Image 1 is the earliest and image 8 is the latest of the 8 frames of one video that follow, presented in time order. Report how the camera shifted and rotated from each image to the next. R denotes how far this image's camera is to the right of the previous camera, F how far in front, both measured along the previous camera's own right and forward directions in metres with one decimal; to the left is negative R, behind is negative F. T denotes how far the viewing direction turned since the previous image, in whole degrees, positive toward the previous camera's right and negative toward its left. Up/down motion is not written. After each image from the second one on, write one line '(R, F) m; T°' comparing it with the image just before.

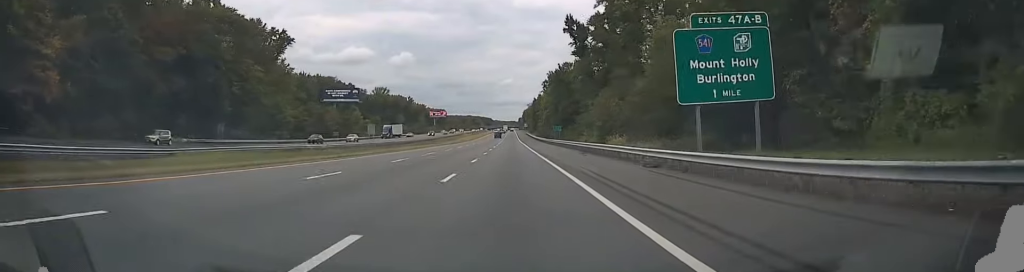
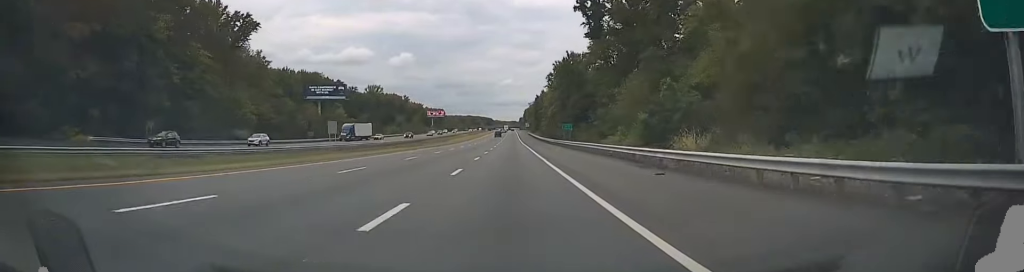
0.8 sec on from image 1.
(-0.1, +20.2) m; 0°
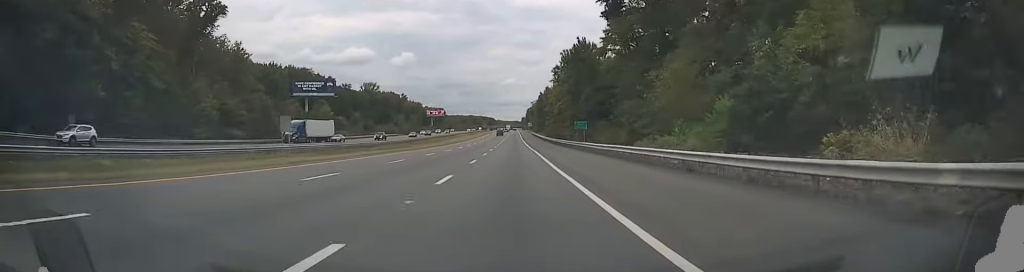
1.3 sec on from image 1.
(+0.2, +16.2) m; 0°
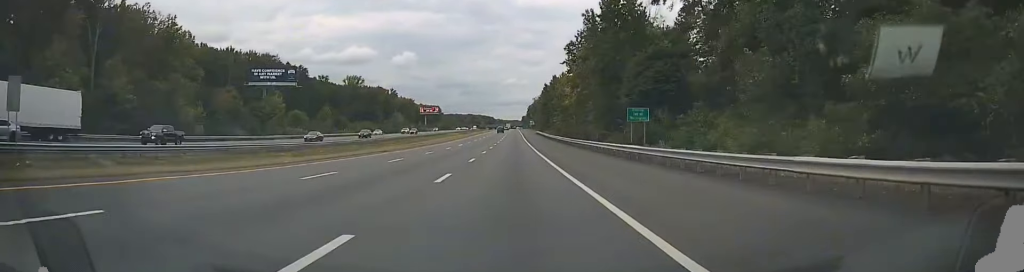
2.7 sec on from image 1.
(+0.1, +36.4) m; 0°
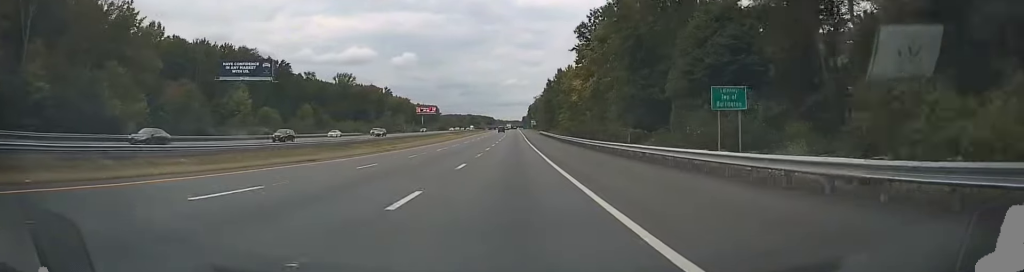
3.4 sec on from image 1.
(0.0, +18.0) m; 0°
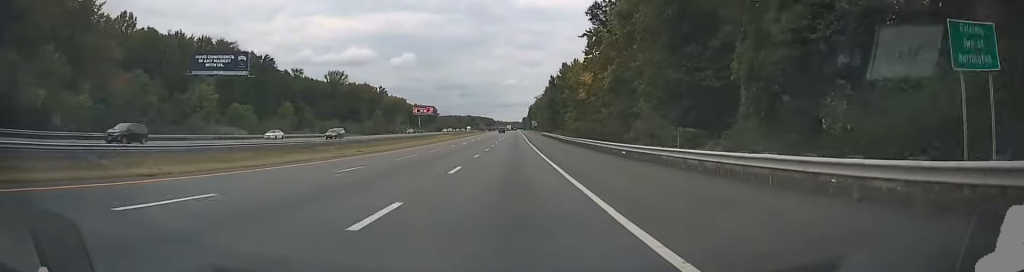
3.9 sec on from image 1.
(0.0, +14.4) m; 0°
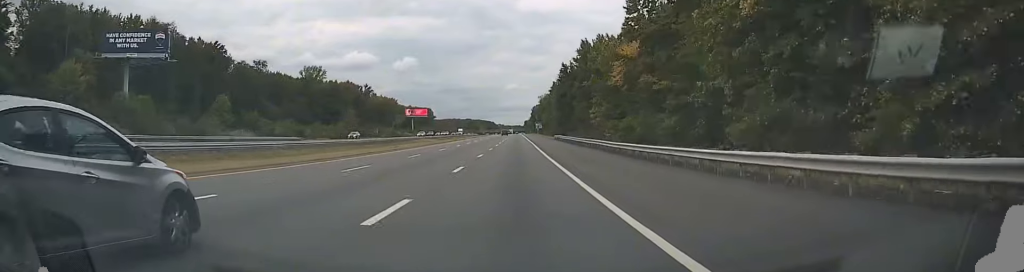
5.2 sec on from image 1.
(0.0, +36.0) m; 0°
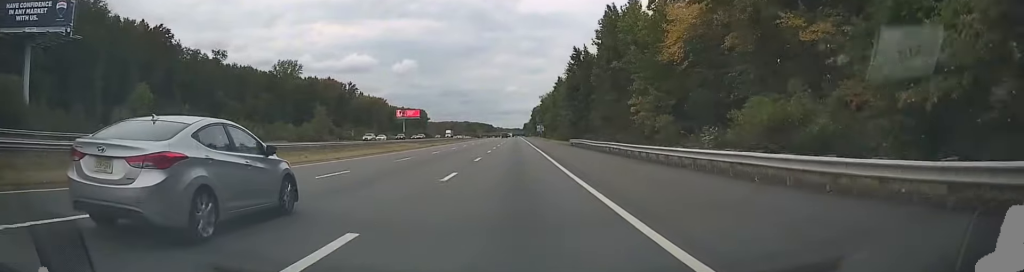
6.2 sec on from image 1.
(0.0, +27.3) m; 0°
